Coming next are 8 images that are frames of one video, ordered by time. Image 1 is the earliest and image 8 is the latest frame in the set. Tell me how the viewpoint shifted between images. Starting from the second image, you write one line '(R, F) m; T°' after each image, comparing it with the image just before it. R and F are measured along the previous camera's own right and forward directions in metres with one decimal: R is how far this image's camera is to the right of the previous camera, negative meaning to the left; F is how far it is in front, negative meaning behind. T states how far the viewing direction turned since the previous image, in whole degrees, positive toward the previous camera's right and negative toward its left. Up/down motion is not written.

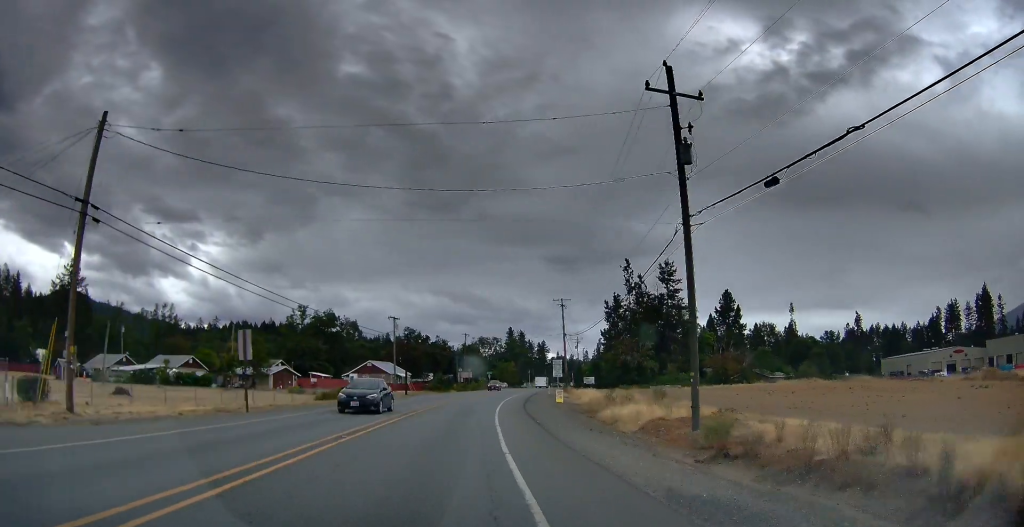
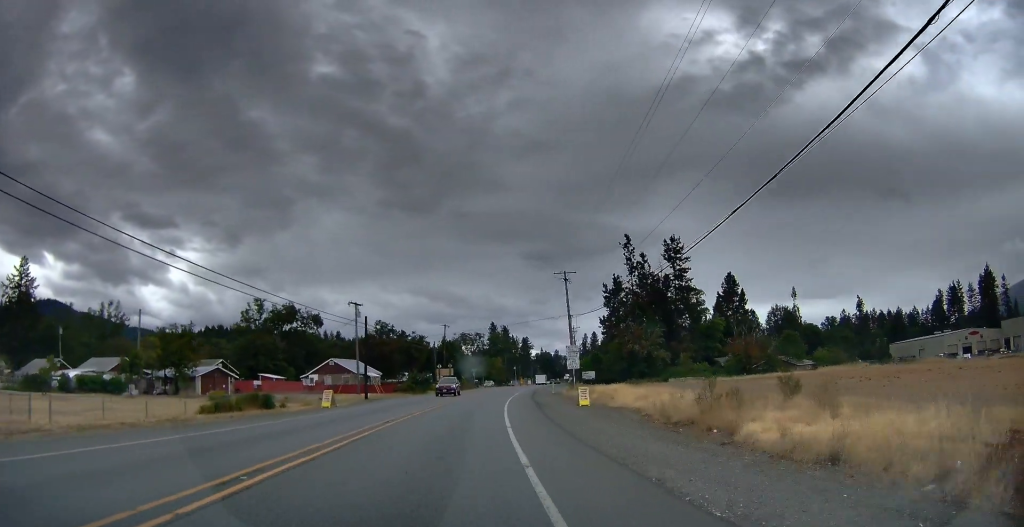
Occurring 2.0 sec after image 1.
(-0.8, +25.9) m; -1°
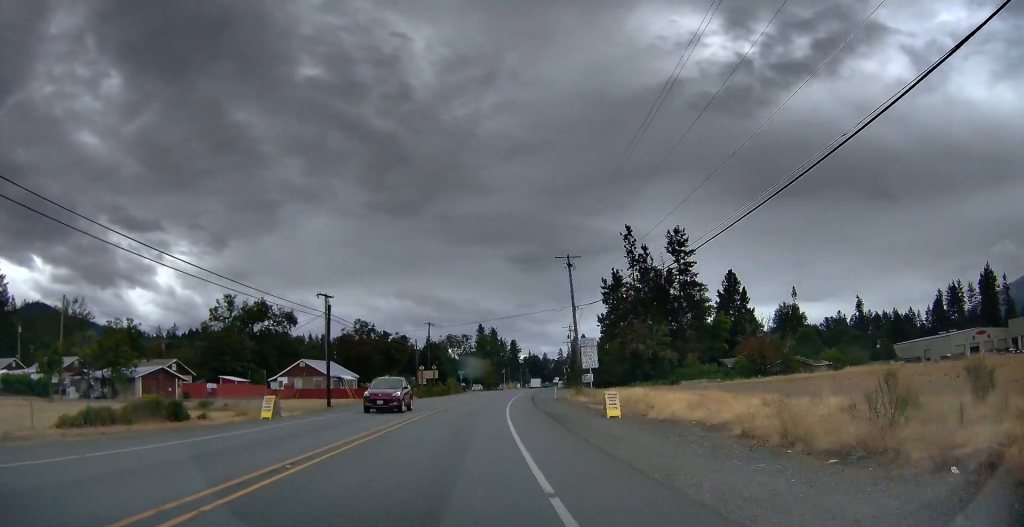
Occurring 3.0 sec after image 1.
(0.0, +17.4) m; -1°
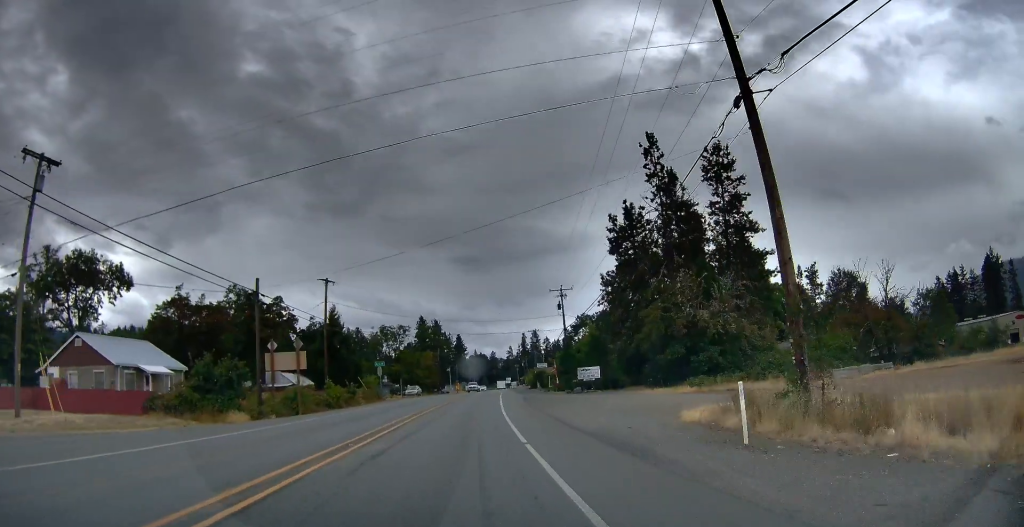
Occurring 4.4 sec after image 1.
(-0.3, +23.5) m; -2°
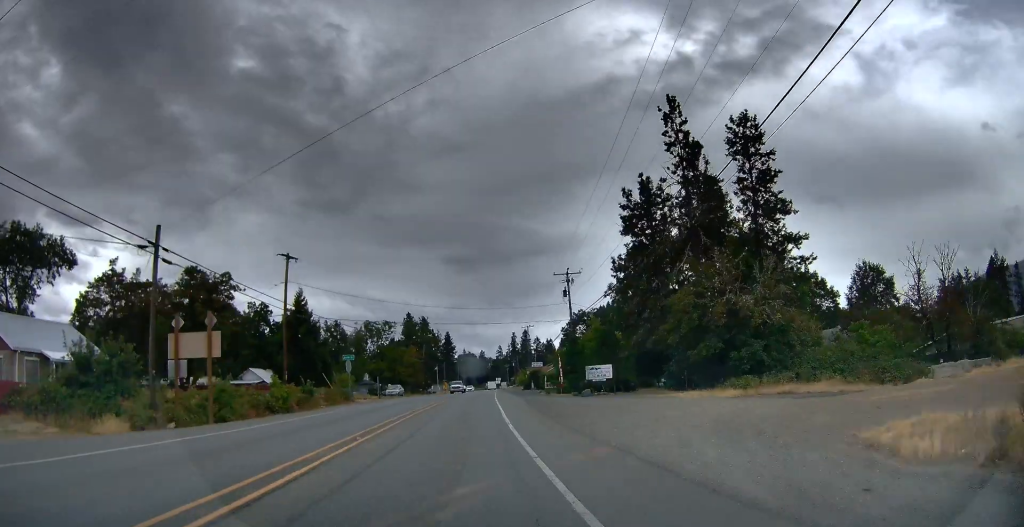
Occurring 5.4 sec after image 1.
(-0.2, +14.4) m; -2°
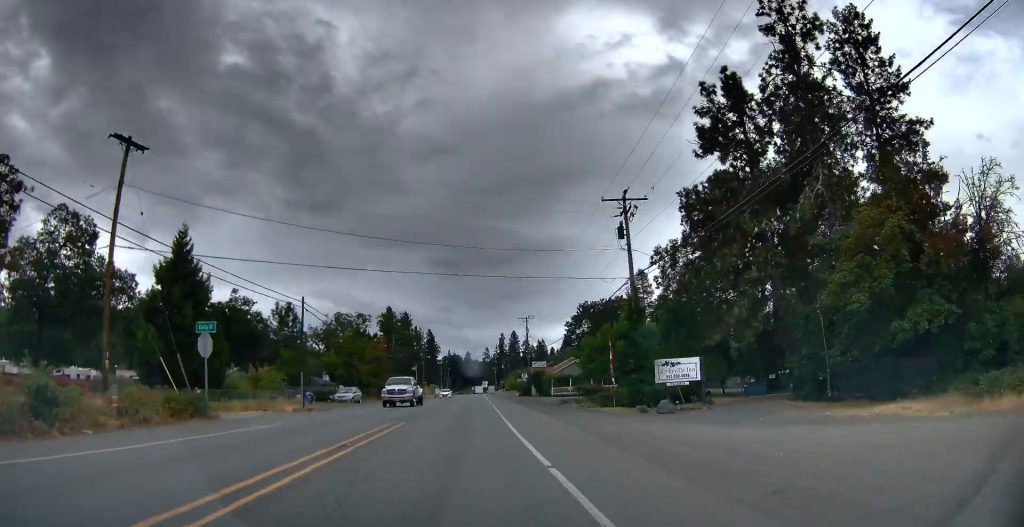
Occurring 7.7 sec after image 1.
(-1.3, +31.5) m; -3°
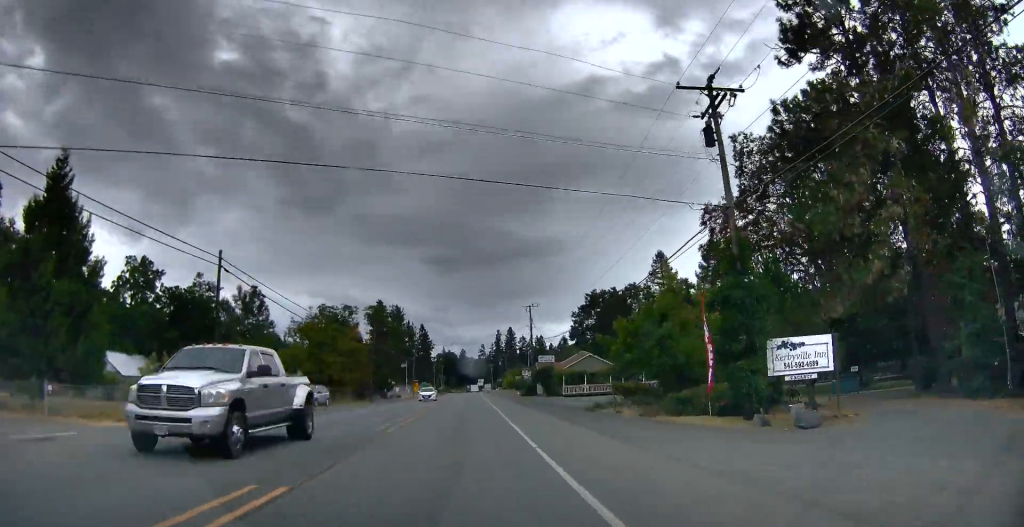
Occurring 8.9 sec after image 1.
(+0.1, +18.3) m; +1°
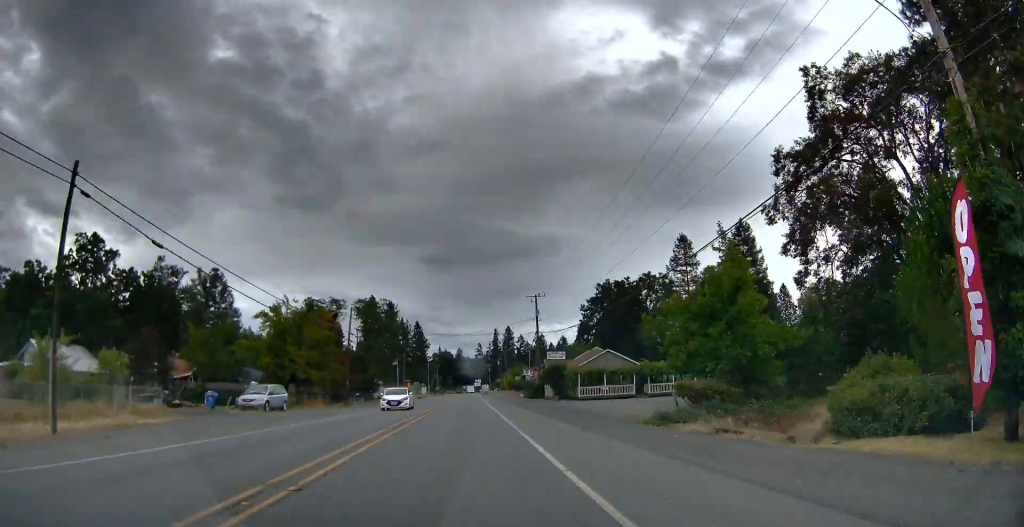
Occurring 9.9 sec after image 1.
(+0.2, +17.5) m; 0°
